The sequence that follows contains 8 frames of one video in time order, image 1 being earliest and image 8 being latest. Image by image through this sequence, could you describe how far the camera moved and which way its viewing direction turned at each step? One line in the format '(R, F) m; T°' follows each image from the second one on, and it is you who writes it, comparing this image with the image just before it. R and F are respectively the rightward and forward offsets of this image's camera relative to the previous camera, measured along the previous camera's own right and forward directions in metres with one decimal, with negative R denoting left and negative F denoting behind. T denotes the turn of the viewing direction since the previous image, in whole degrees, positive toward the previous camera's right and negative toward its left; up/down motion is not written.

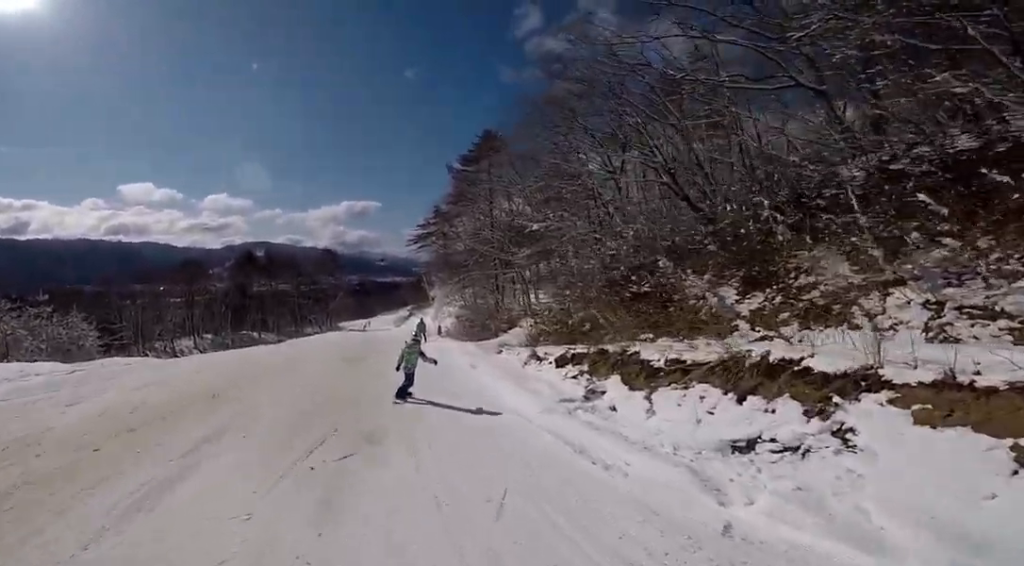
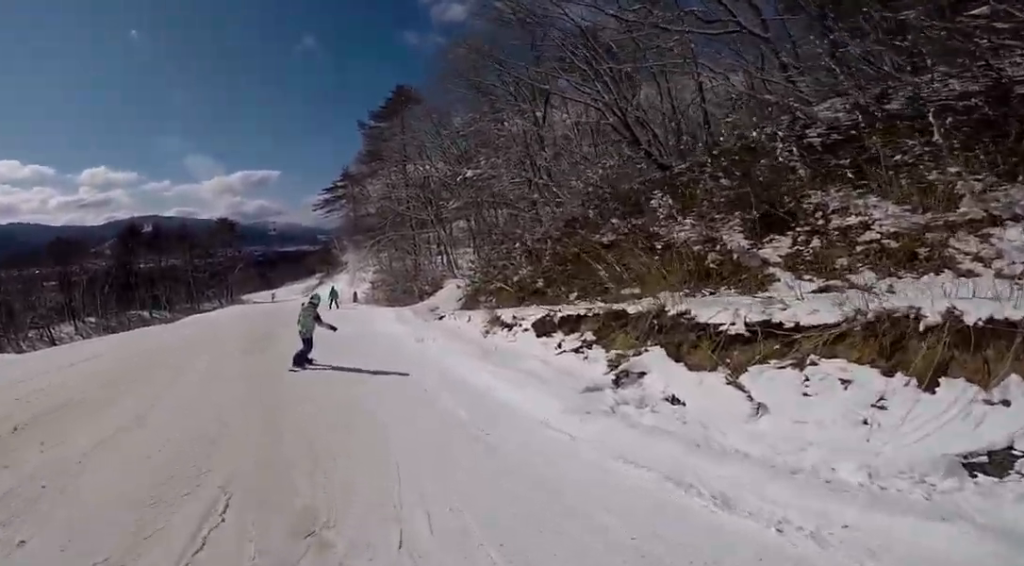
(+0.1, +3.2) m; +1°
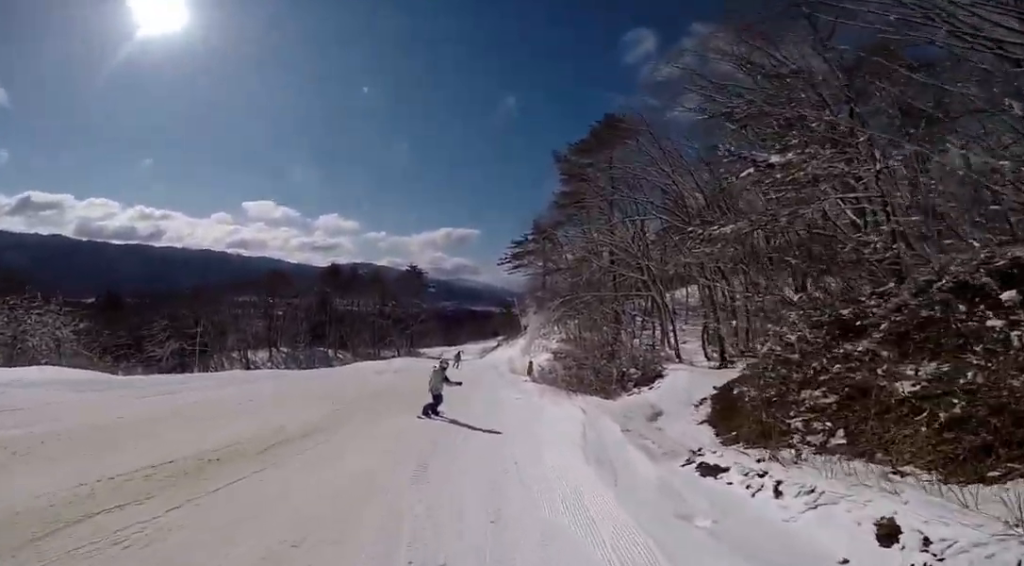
(0.0, +8.8) m; 0°
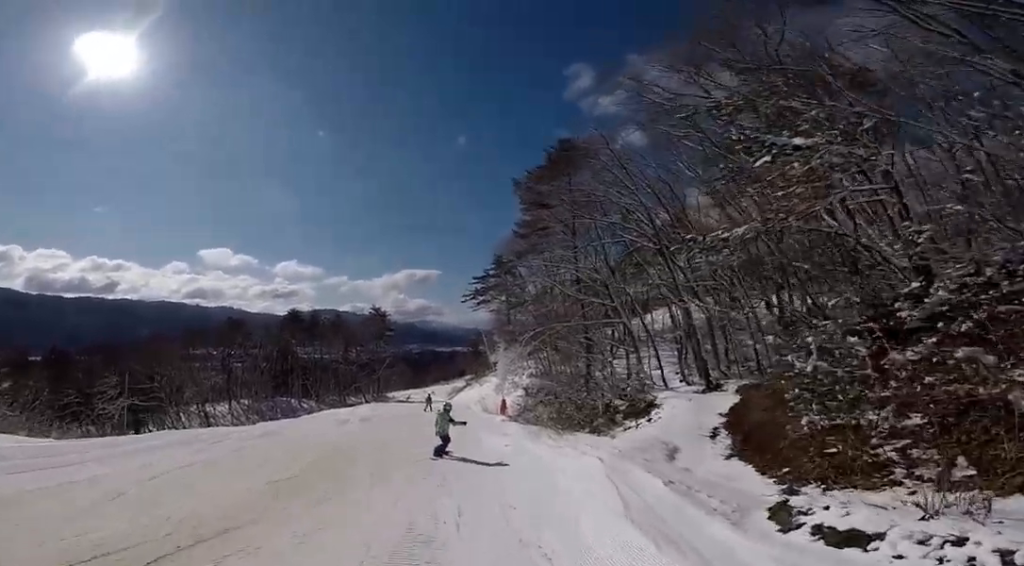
(0.0, +2.2) m; 0°
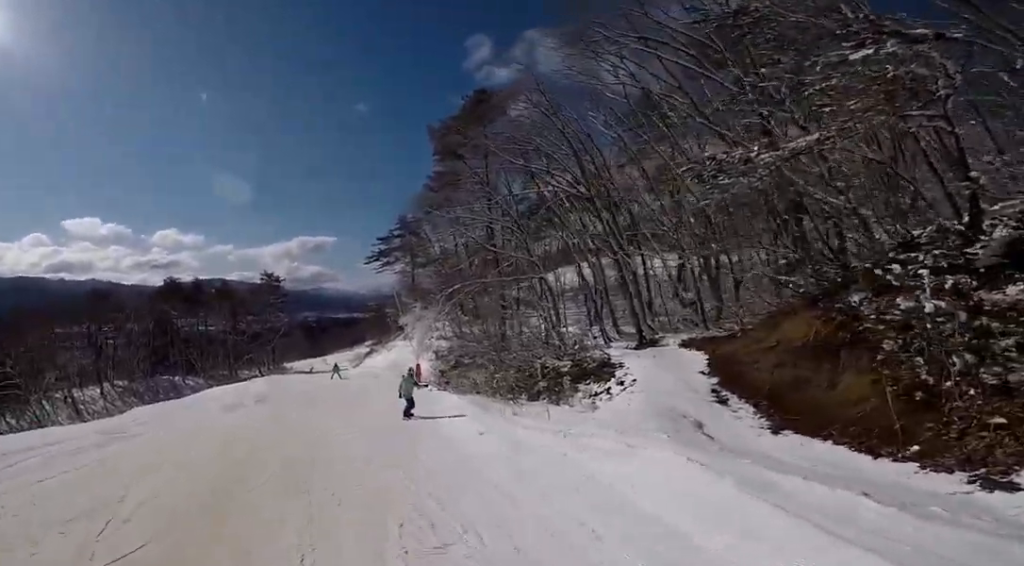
(0.0, +3.8) m; 0°
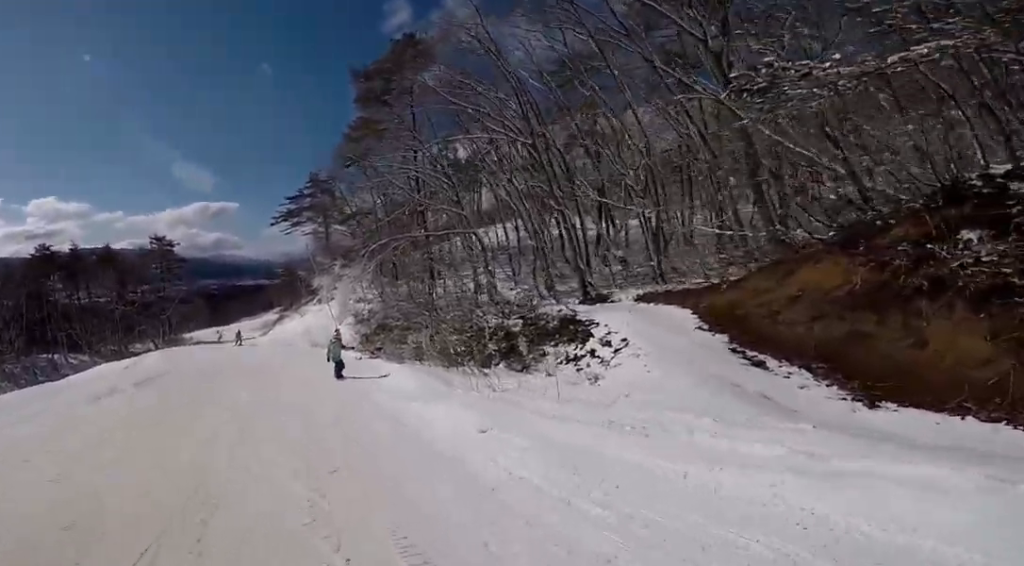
(0.0, +3.2) m; 0°
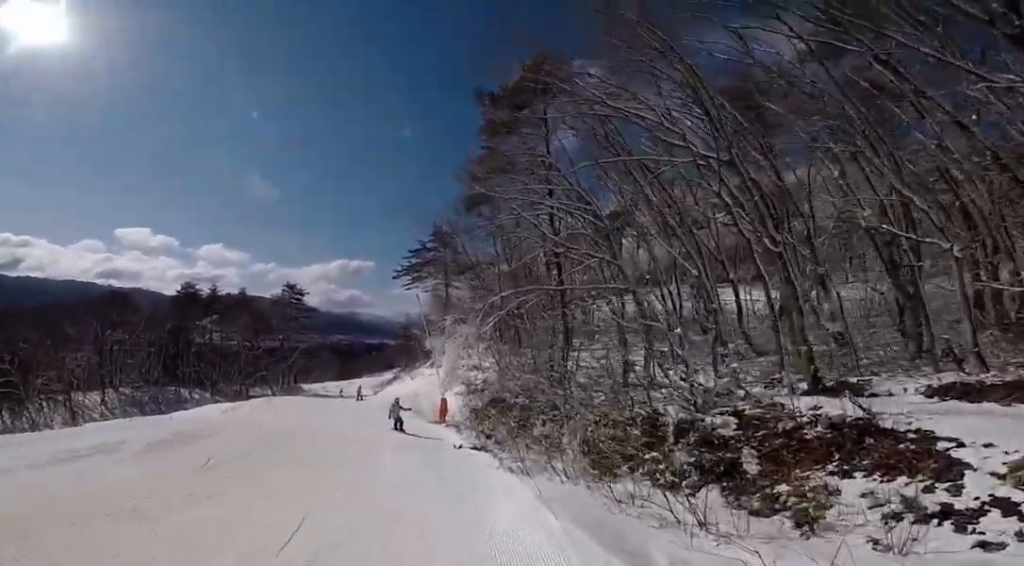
(0.0, +6.0) m; 0°
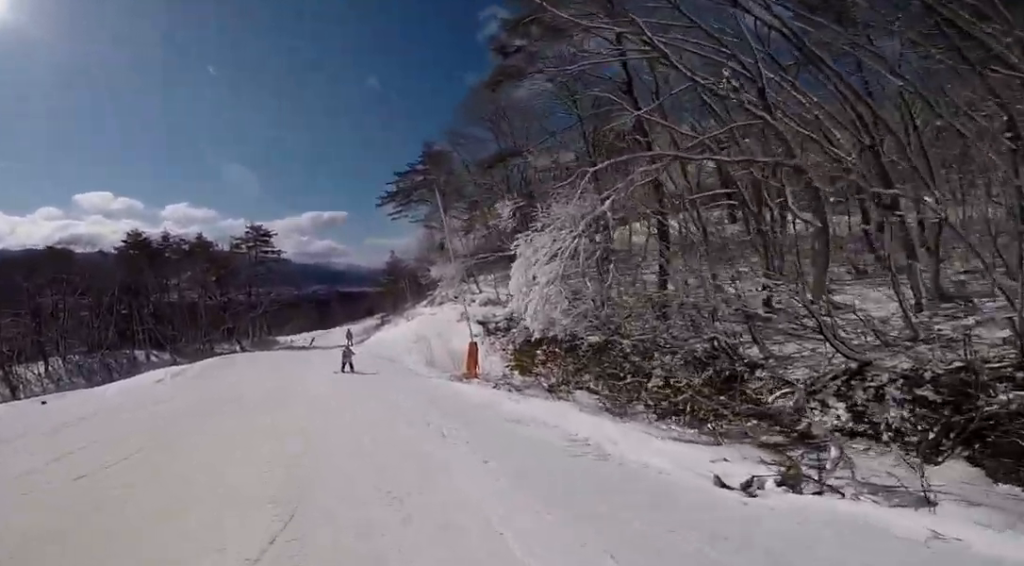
(0.0, +9.3) m; 0°
